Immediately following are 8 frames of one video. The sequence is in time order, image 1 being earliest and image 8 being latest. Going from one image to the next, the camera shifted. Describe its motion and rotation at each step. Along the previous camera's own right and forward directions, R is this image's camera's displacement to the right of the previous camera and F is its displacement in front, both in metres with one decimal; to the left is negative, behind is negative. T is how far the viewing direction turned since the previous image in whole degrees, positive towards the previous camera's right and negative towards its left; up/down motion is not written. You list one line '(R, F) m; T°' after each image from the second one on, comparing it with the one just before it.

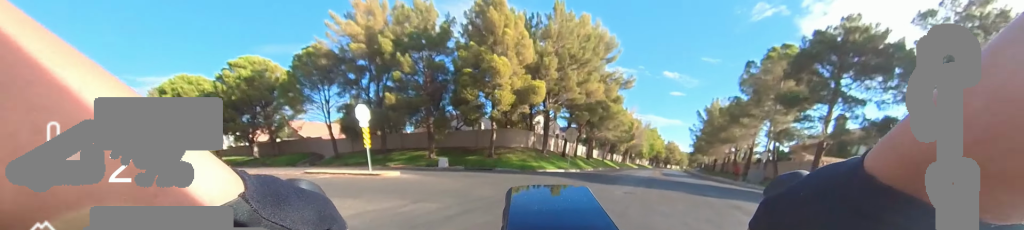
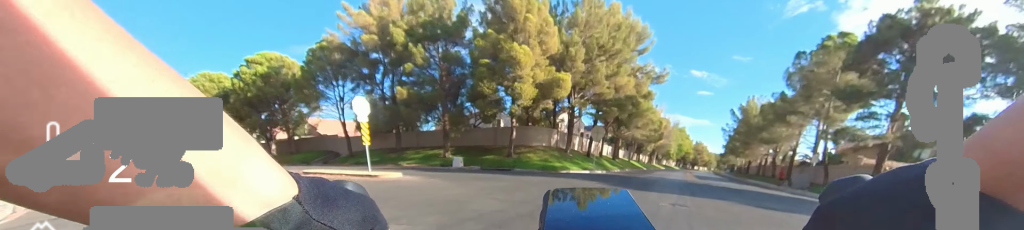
(+0.3, +2.2) m; 0°
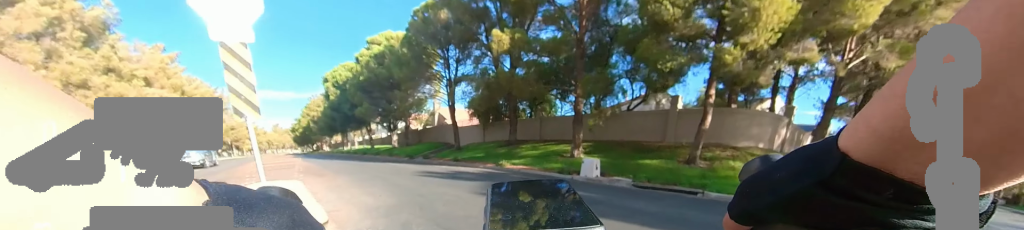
(-1.5, +11.0) m; -39°
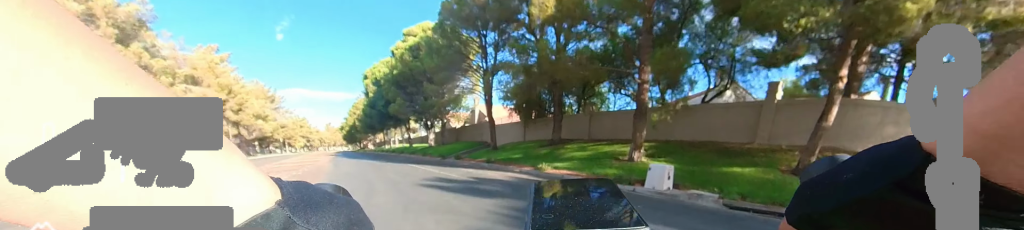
(-1.3, +3.2) m; -17°
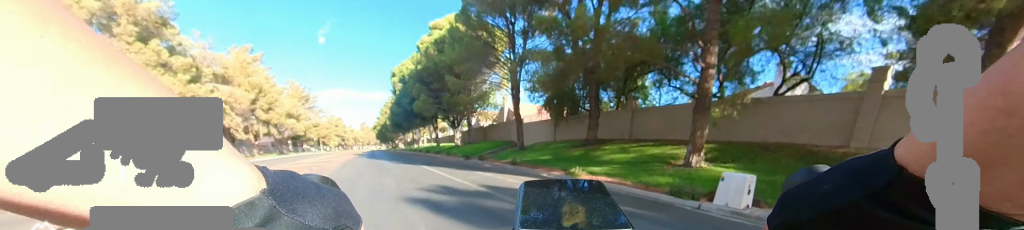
(-0.2, +2.5) m; -6°
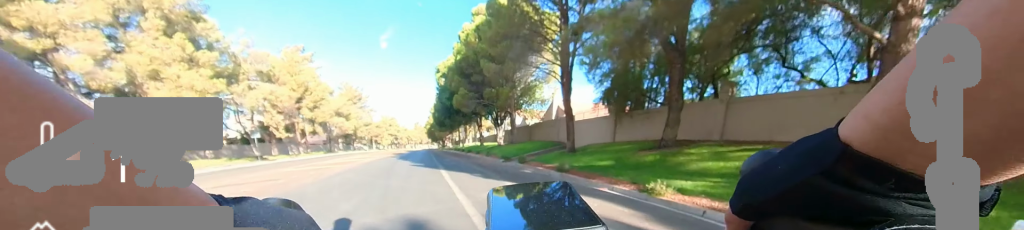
(0.0, +4.1) m; 0°
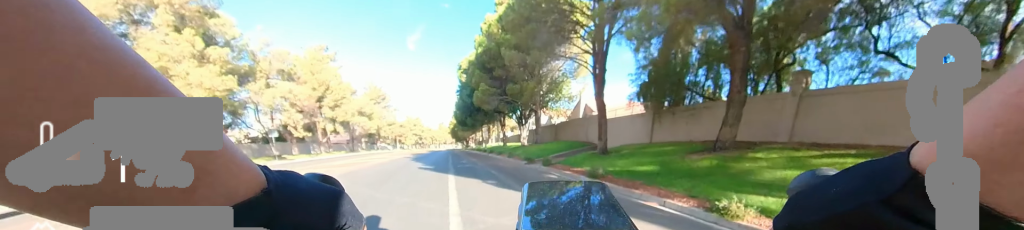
(0.0, +2.1) m; 0°
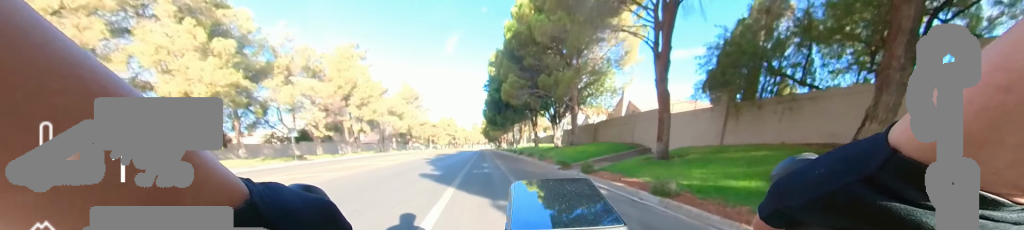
(0.0, +3.5) m; 0°
